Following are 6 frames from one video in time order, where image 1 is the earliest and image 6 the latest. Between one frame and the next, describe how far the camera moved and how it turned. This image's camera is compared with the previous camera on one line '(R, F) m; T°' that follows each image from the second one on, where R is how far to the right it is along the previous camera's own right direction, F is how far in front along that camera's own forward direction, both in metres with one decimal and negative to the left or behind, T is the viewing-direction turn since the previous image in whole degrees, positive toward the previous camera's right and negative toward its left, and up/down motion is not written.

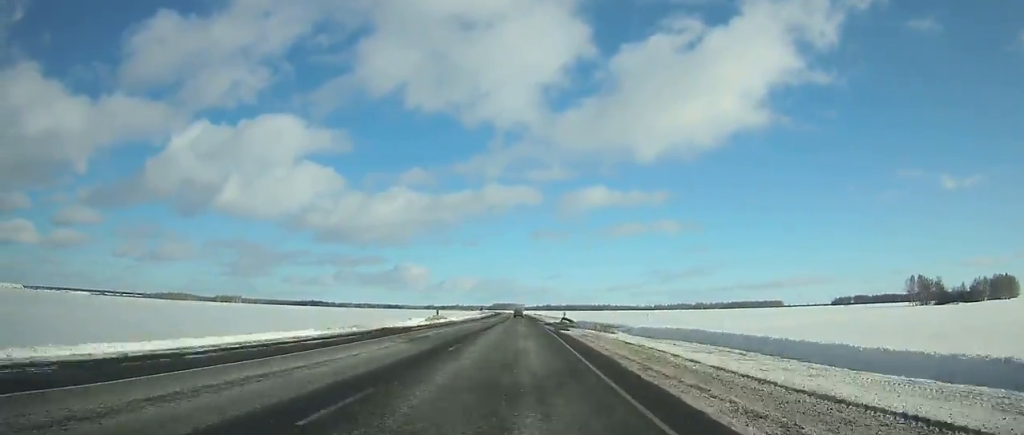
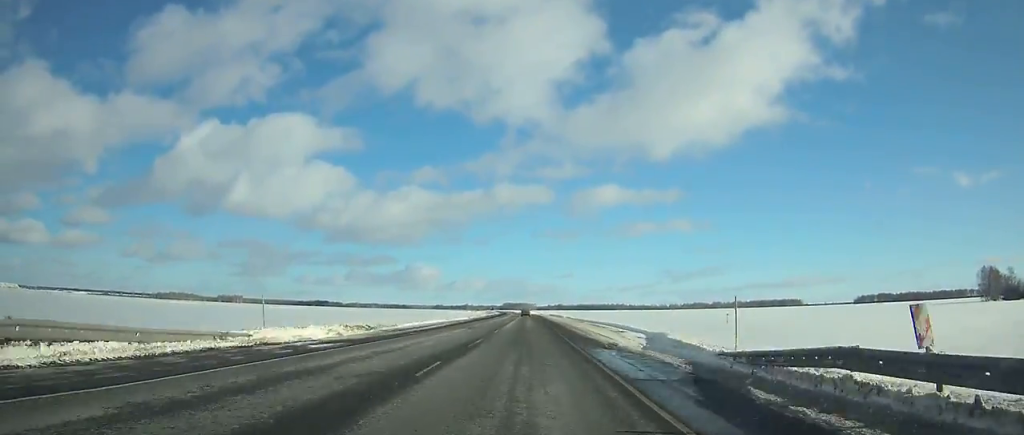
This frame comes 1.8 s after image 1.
(-0.5, +52.3) m; -1°
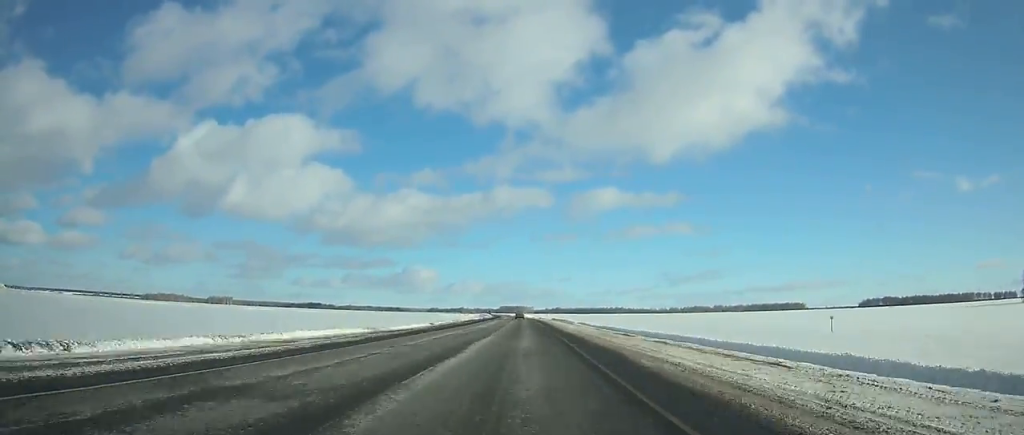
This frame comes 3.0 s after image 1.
(-0.1, +34.8) m; 0°
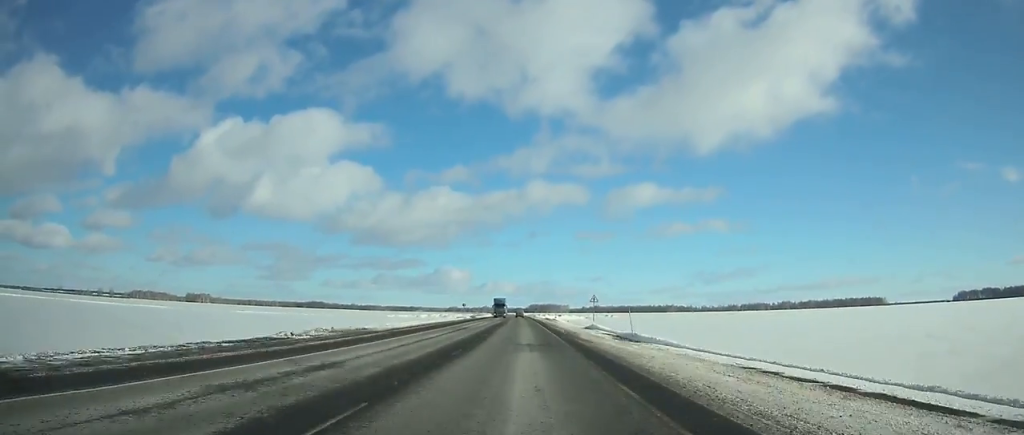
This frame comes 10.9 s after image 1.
(-4.7, +238.6) m; -3°
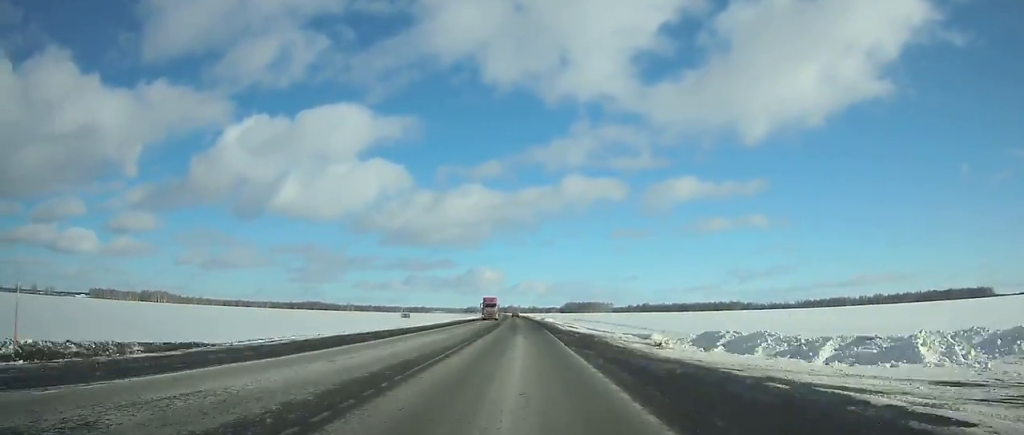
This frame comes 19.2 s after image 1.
(-7.4, +258.5) m; -3°
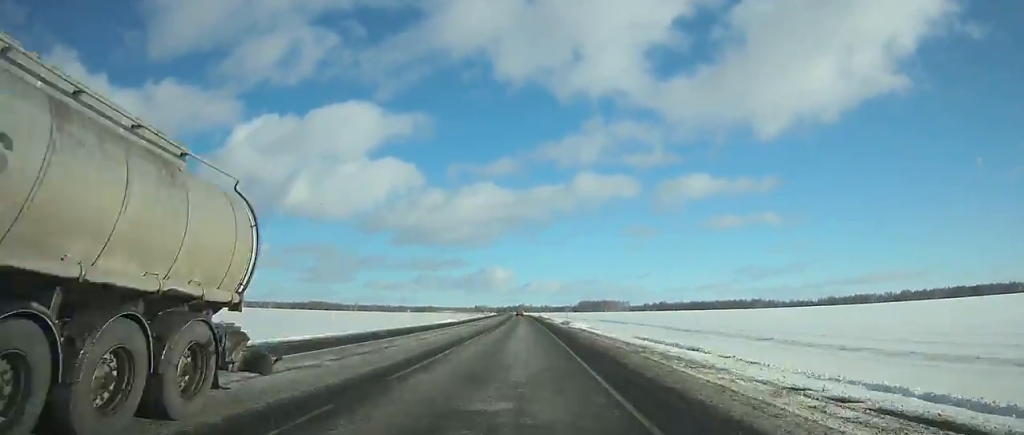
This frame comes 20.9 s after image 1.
(-0.4, +55.2) m; -1°
